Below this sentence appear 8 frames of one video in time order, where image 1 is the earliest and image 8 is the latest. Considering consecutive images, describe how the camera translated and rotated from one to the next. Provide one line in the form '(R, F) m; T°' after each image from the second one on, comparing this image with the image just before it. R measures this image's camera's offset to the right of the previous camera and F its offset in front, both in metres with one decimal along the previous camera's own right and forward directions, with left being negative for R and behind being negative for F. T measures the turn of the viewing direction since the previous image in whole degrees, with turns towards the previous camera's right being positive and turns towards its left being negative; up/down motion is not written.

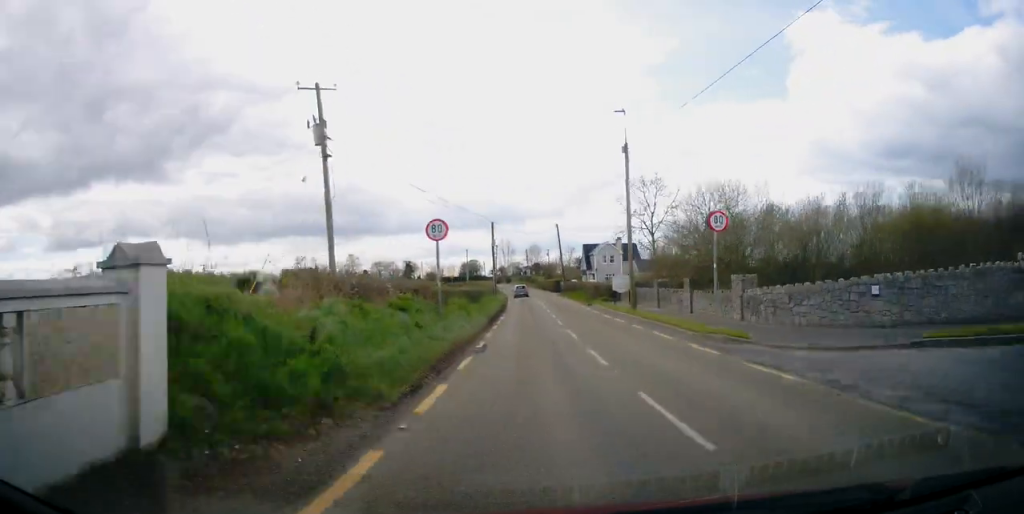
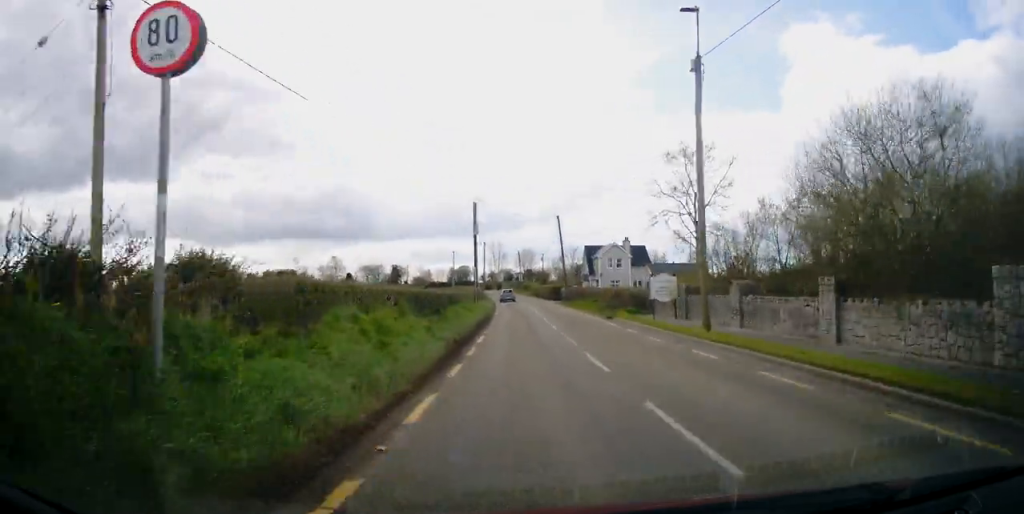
(-0.2, +12.6) m; +1°
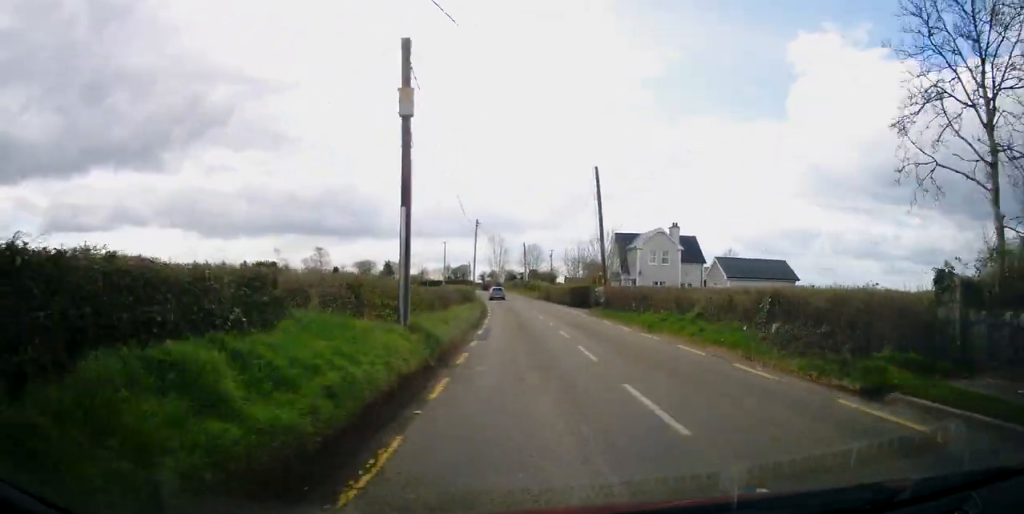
(+0.4, +22.1) m; +2°
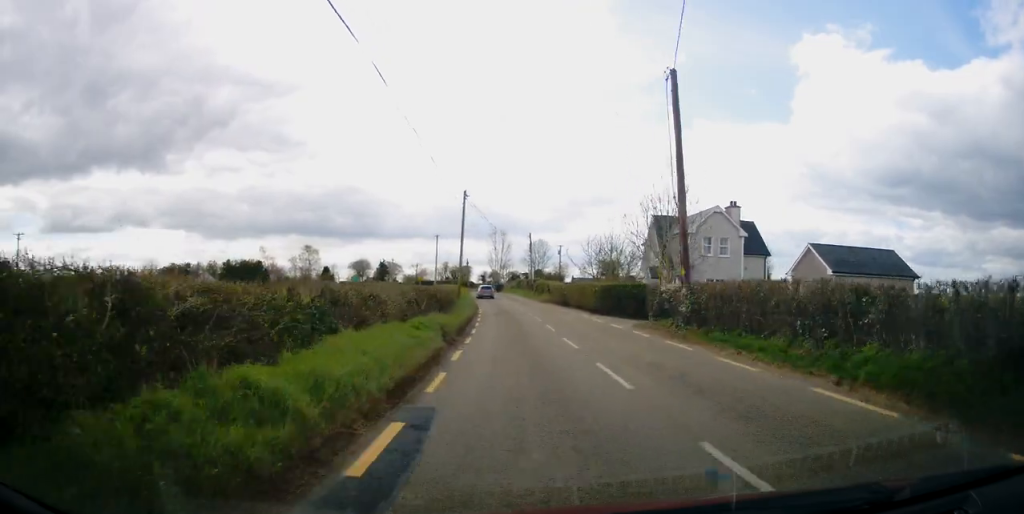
(0.0, +15.1) m; 0°
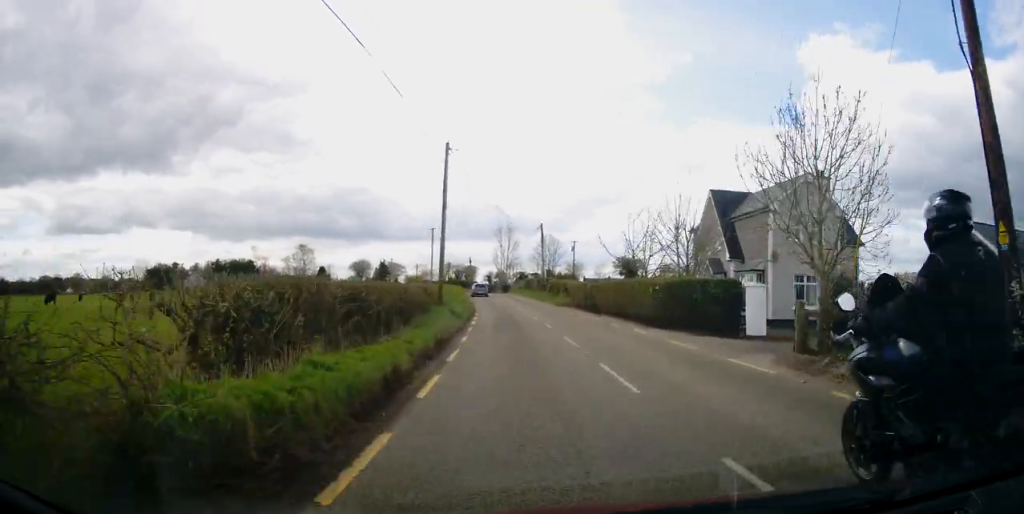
(-0.1, +12.5) m; -1°
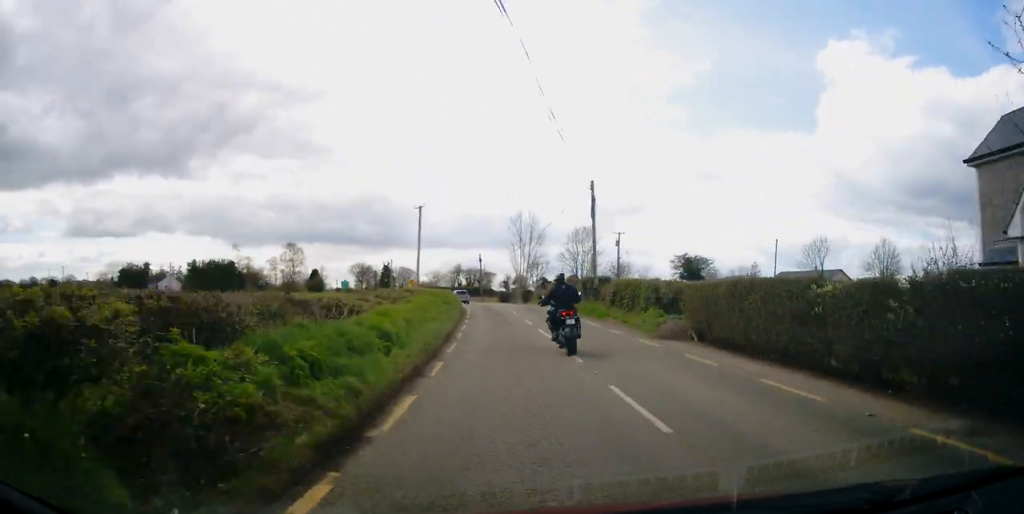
(-0.3, +25.7) m; -3°
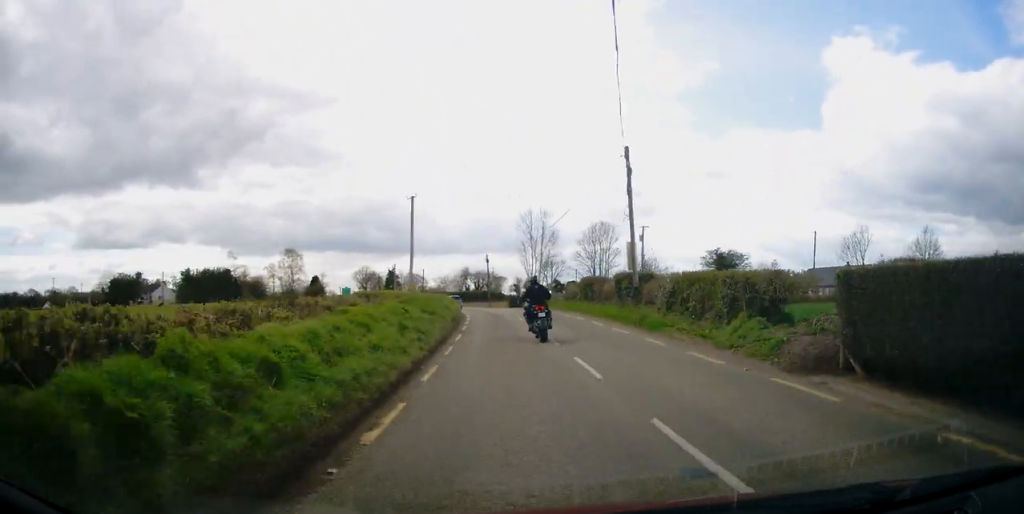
(-0.3, +8.5) m; -1°
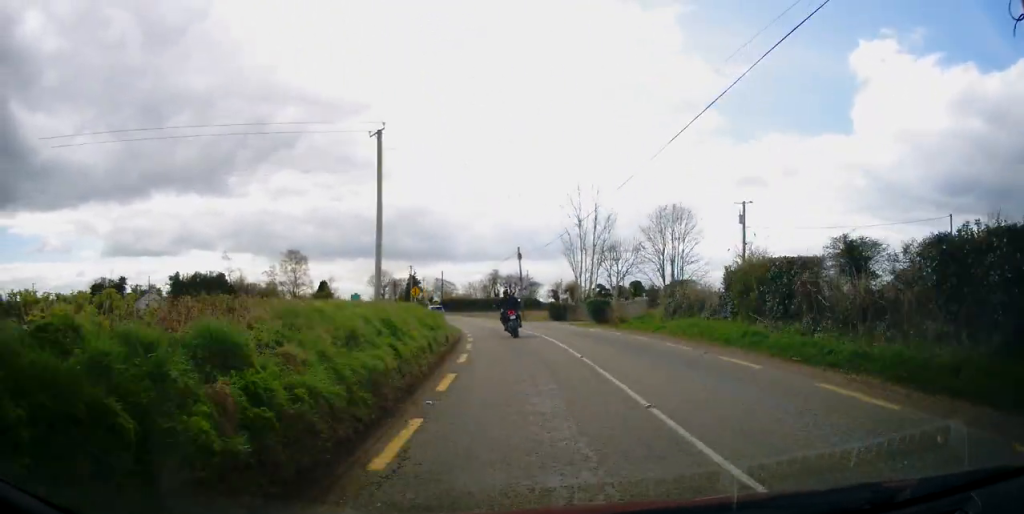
(-0.2, +20.4) m; -2°
